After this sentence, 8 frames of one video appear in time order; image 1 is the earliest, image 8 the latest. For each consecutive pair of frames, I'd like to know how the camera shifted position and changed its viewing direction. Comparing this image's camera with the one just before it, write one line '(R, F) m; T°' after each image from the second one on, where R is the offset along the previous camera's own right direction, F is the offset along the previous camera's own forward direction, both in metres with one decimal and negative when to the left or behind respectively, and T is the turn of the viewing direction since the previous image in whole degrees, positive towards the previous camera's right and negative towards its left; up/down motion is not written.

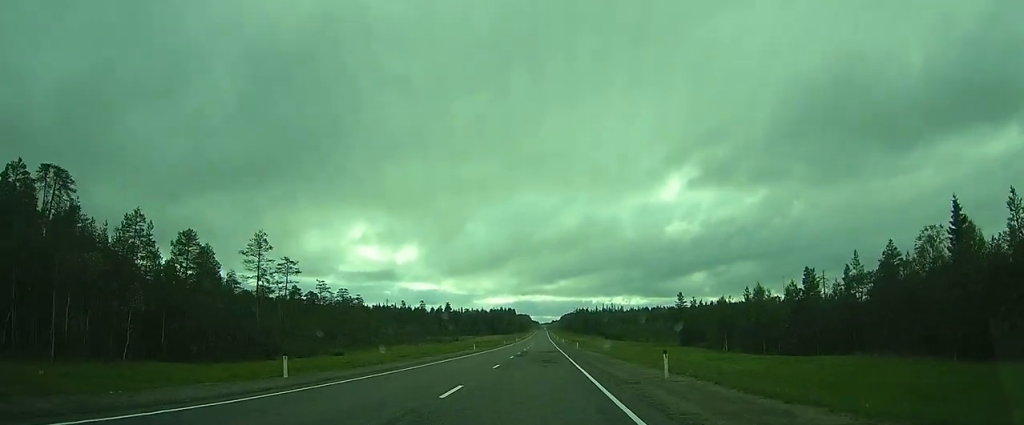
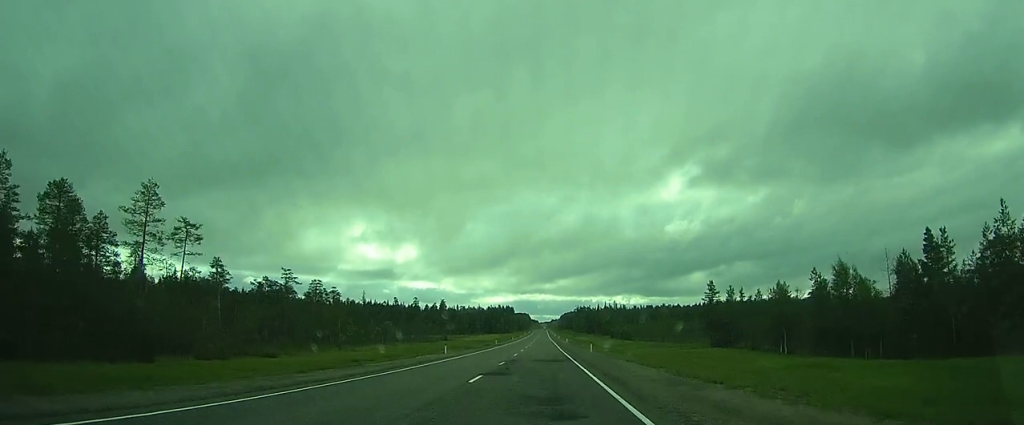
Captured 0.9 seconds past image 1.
(0.0, +20.3) m; +1°
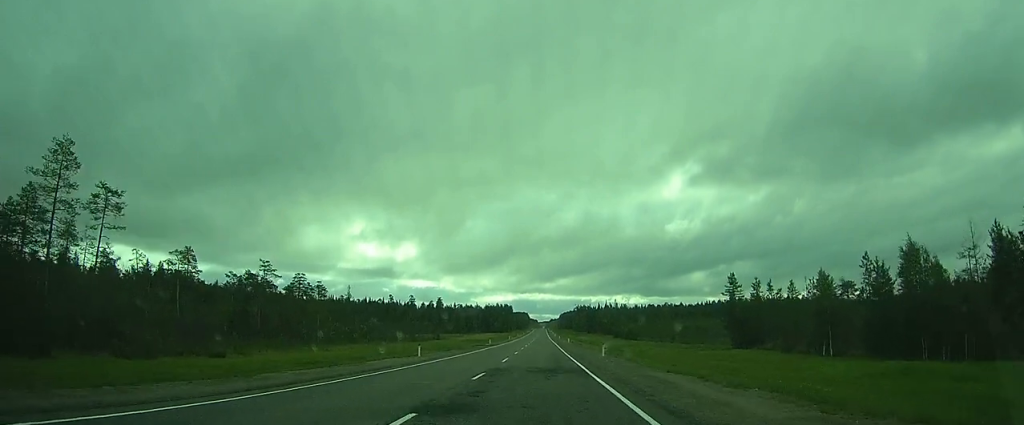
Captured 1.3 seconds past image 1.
(-0.1, +10.1) m; 0°
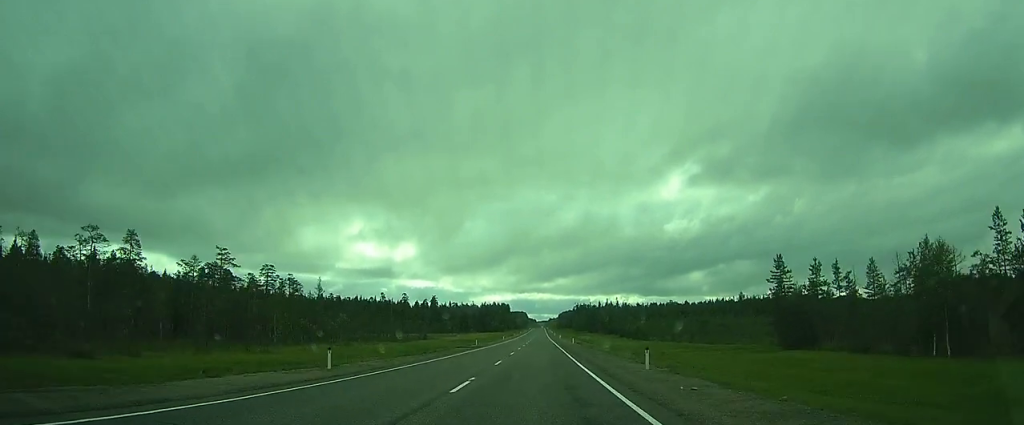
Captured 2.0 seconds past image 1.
(+0.2, +16.4) m; +1°
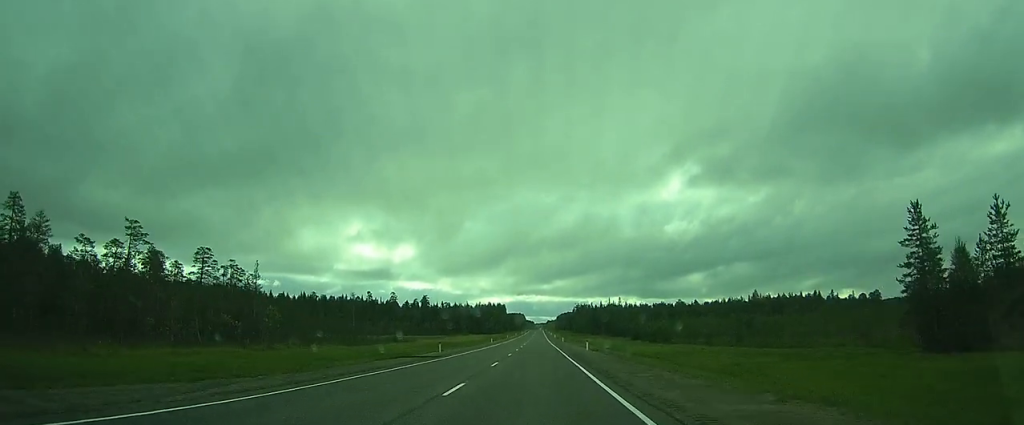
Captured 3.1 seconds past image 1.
(+0.1, +25.1) m; -1°
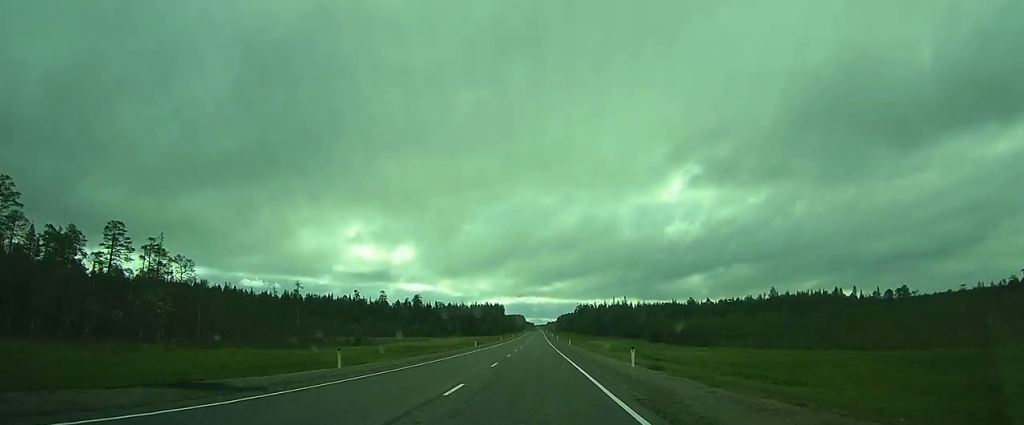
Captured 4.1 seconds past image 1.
(-0.5, +24.4) m; -1°
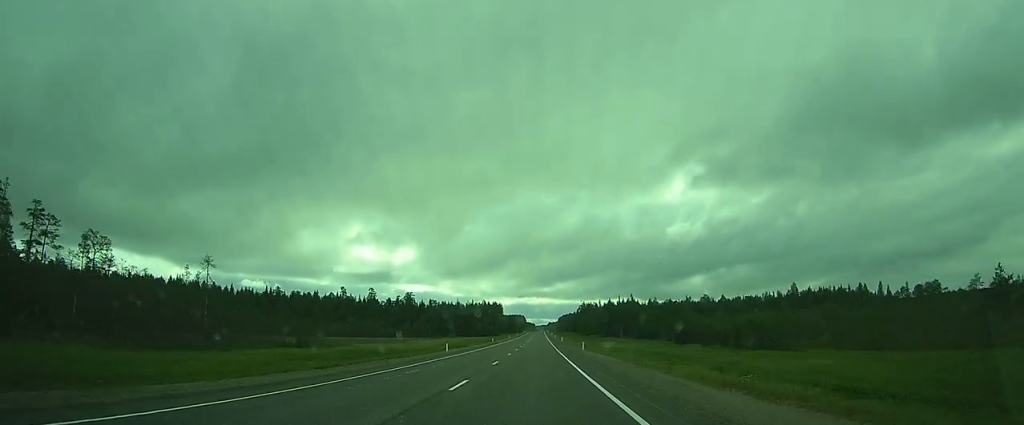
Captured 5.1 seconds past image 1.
(+0.2, +23.7) m; +1°
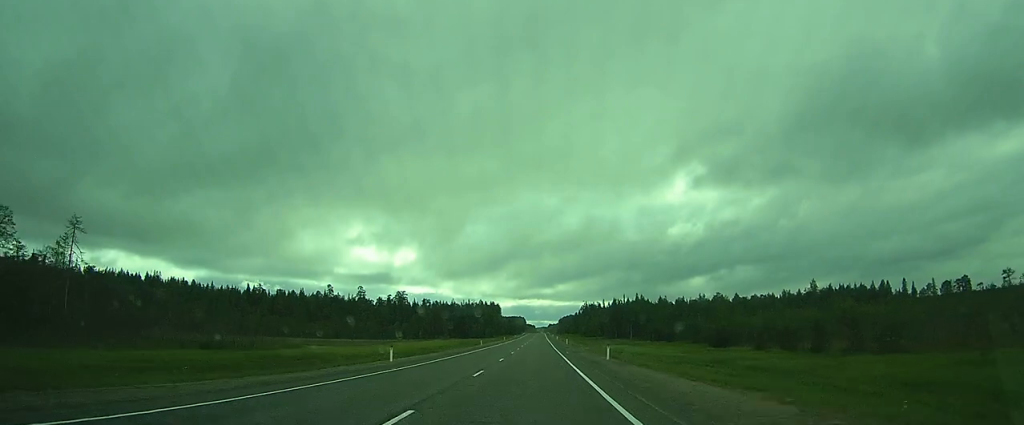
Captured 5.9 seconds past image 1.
(+0.1, +19.7) m; 0°
